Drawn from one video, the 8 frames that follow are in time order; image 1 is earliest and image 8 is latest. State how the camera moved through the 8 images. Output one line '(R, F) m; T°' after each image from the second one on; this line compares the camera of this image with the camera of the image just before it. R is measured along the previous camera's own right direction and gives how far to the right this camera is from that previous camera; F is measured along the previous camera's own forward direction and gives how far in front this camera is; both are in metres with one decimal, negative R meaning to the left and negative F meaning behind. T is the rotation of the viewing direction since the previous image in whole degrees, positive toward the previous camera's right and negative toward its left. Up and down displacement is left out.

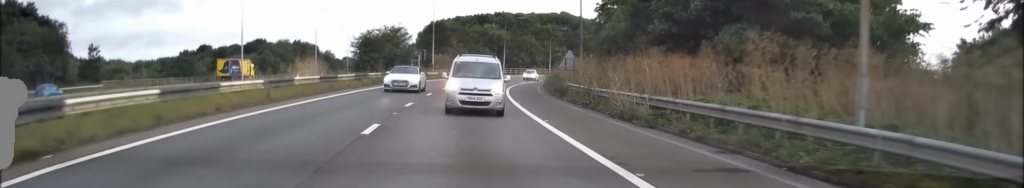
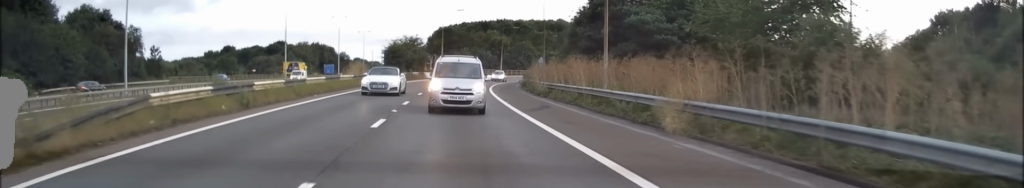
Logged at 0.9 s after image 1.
(-0.4, +20.4) m; -2°
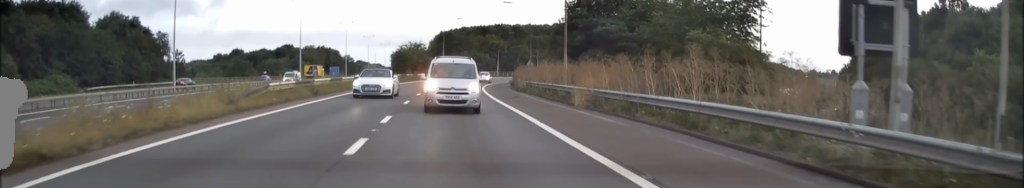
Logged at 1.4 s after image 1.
(-0.1, +12.0) m; 0°
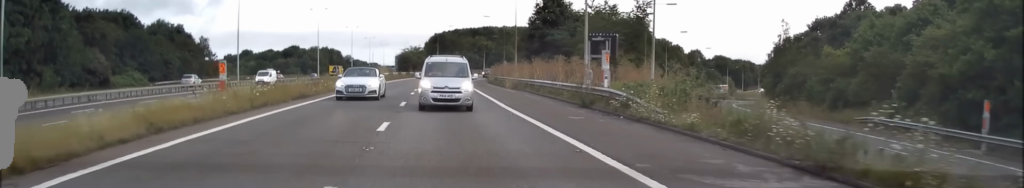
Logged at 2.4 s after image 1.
(-0.1, +22.7) m; -1°
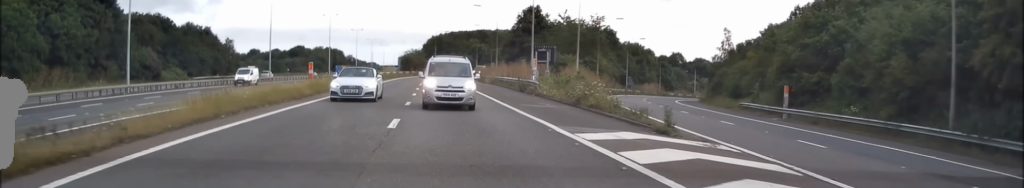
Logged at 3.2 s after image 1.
(0.0, +16.2) m; 0°
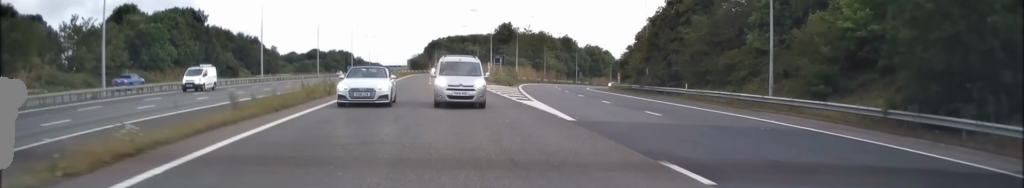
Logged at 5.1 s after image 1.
(+0.2, +39.7) m; +1°
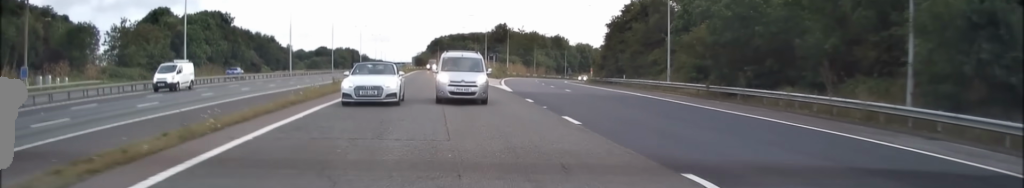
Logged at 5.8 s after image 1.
(+0.1, +16.1) m; 0°
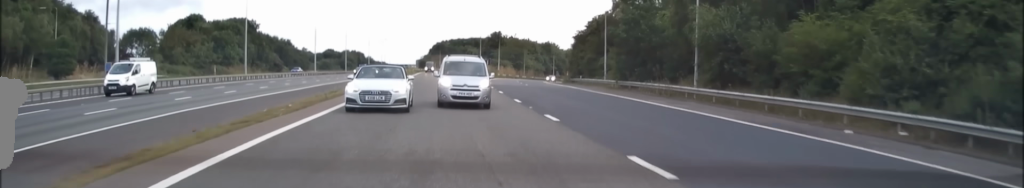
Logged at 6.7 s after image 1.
(-0.1, +19.9) m; 0°
